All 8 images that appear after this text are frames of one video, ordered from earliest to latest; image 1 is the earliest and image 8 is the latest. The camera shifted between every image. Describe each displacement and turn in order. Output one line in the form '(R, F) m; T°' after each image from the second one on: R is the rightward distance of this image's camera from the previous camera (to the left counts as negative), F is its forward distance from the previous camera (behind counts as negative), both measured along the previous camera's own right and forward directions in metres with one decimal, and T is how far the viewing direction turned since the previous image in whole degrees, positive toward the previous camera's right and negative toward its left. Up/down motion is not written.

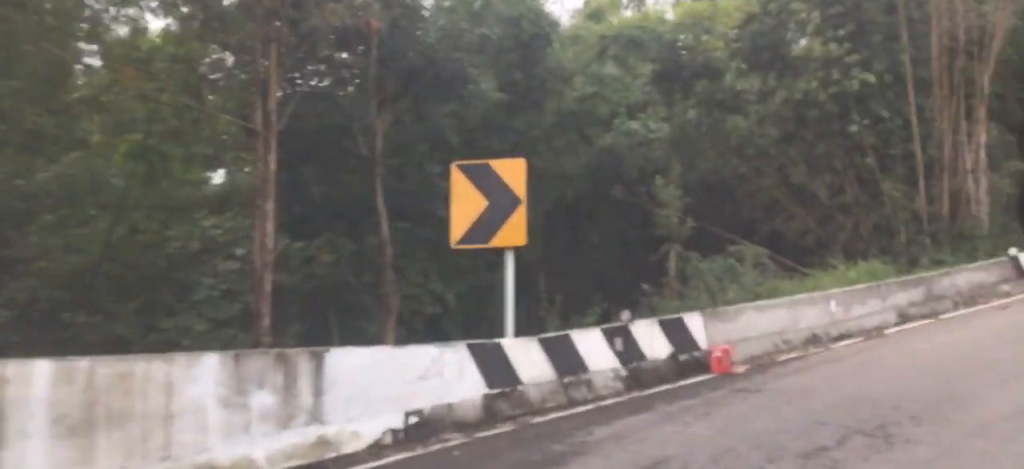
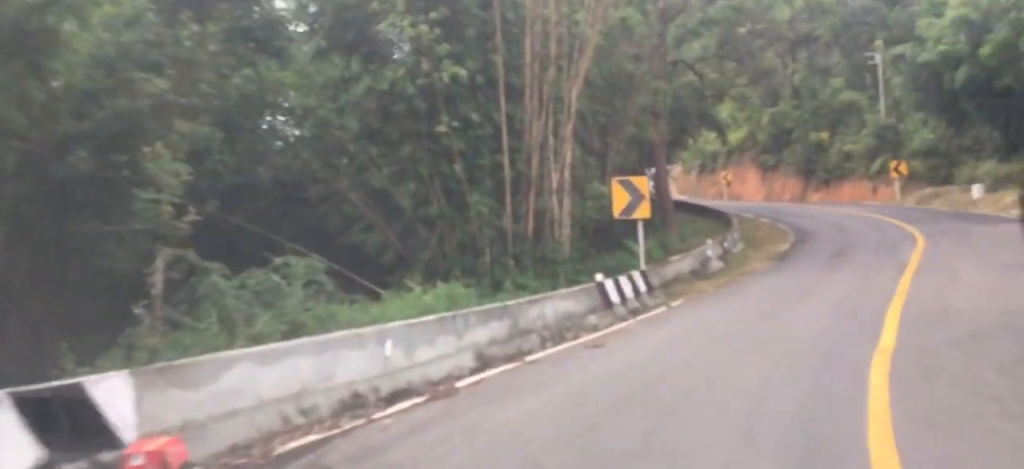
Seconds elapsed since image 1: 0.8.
(+1.0, +3.6) m; +29°
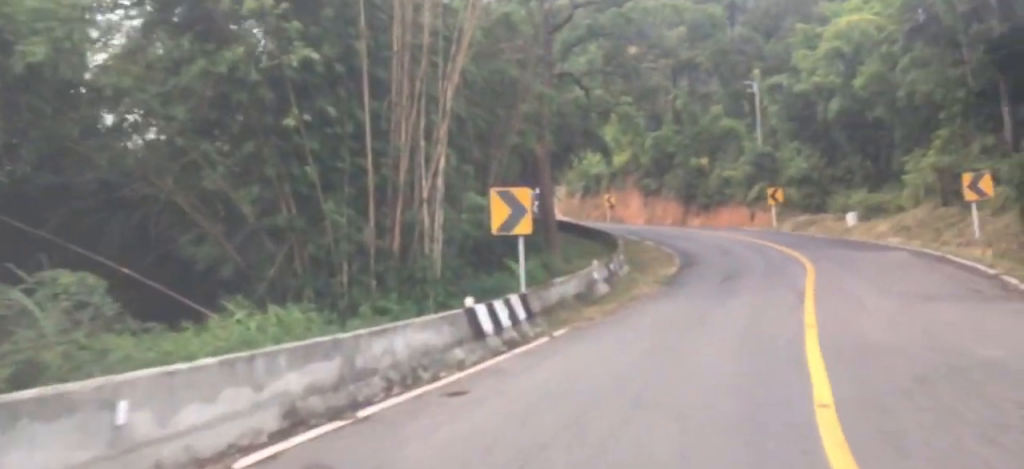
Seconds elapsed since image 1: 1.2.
(+0.4, +1.6) m; +10°
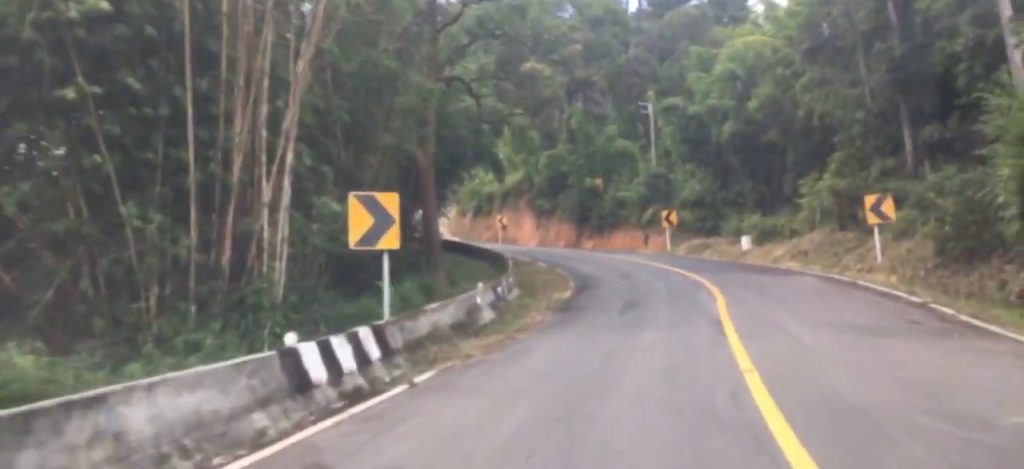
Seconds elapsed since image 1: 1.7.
(+0.4, +2.1) m; +11°
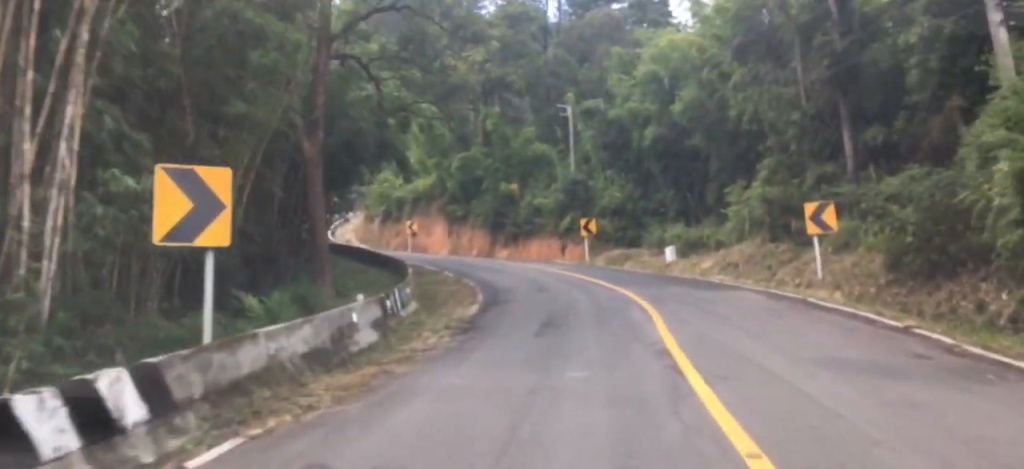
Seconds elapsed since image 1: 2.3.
(+0.2, +2.3) m; +7°
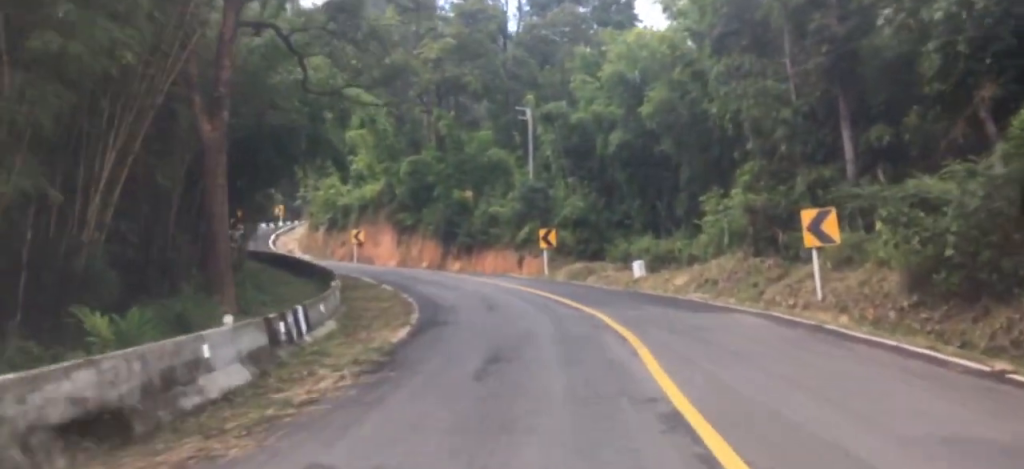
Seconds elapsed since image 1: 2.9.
(0.0, +2.5) m; +5°
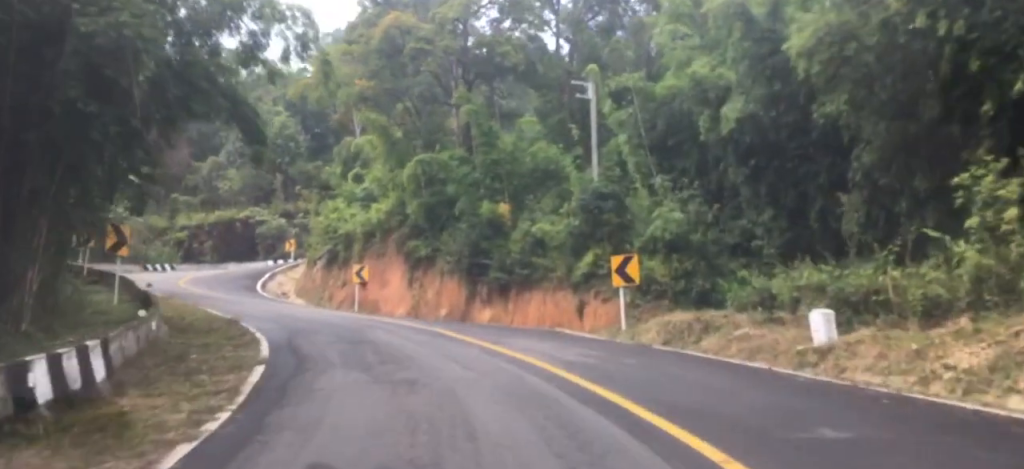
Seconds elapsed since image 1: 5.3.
(+1.1, +19.8) m; 0°
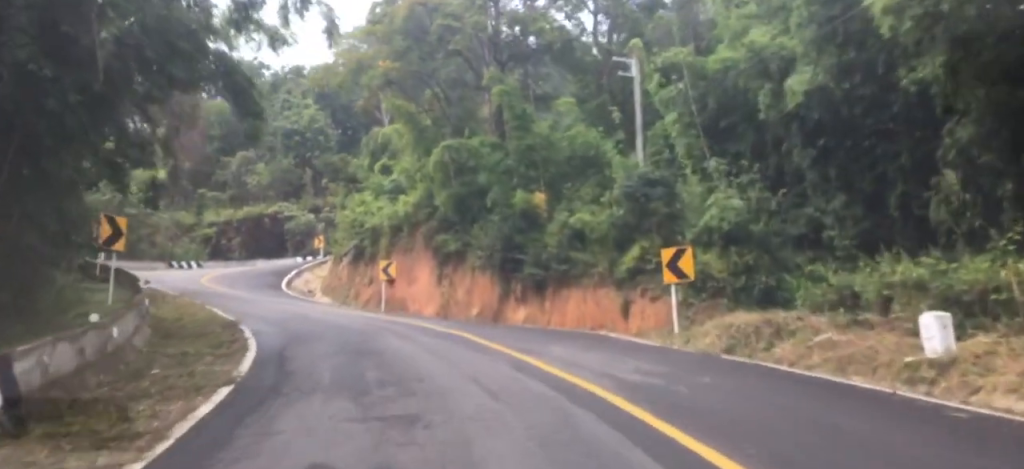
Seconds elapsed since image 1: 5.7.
(0.0, +3.8) m; -3°
